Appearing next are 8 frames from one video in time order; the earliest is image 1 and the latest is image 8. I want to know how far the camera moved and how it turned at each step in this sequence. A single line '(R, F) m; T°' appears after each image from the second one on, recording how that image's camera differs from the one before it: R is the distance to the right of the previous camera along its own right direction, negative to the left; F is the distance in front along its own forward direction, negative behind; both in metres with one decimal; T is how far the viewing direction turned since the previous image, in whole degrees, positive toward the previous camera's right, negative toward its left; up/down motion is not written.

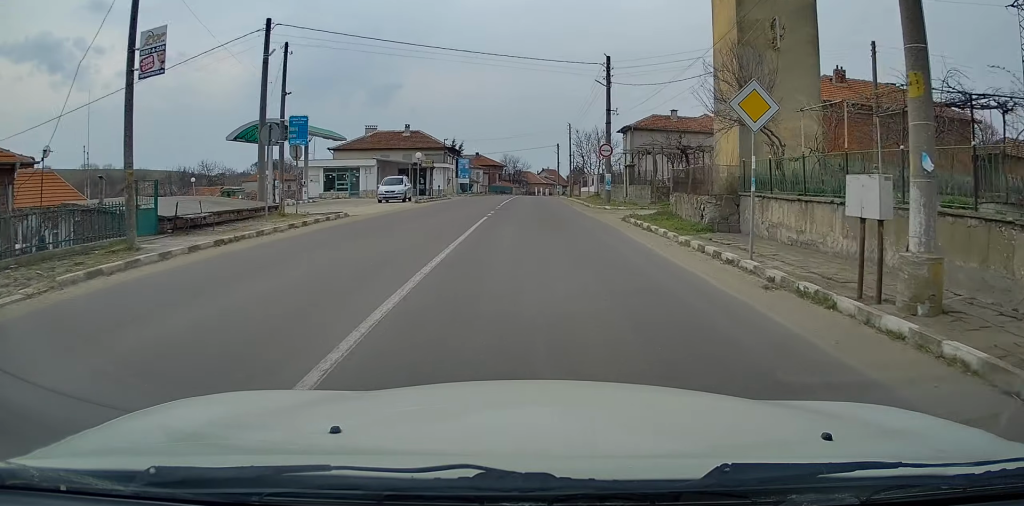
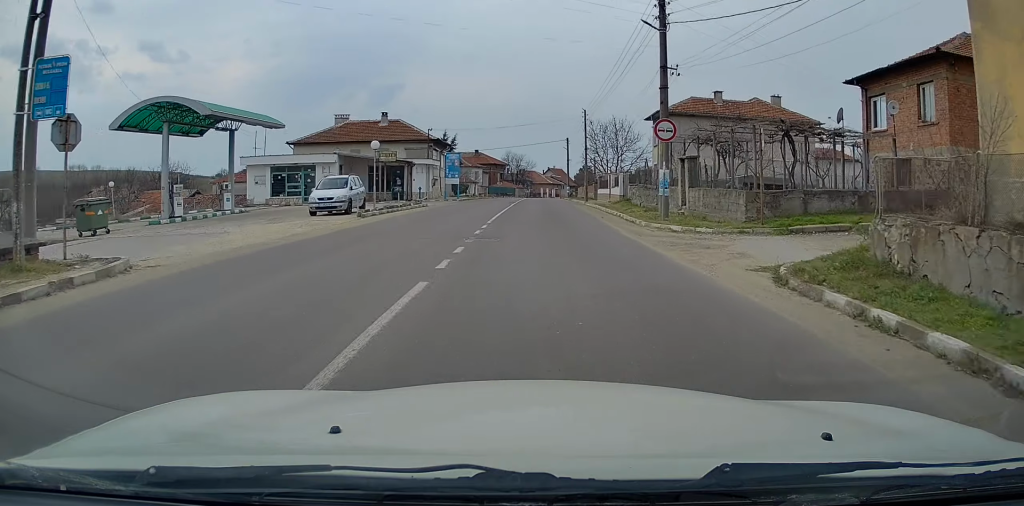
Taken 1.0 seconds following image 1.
(-0.1, +13.1) m; +1°
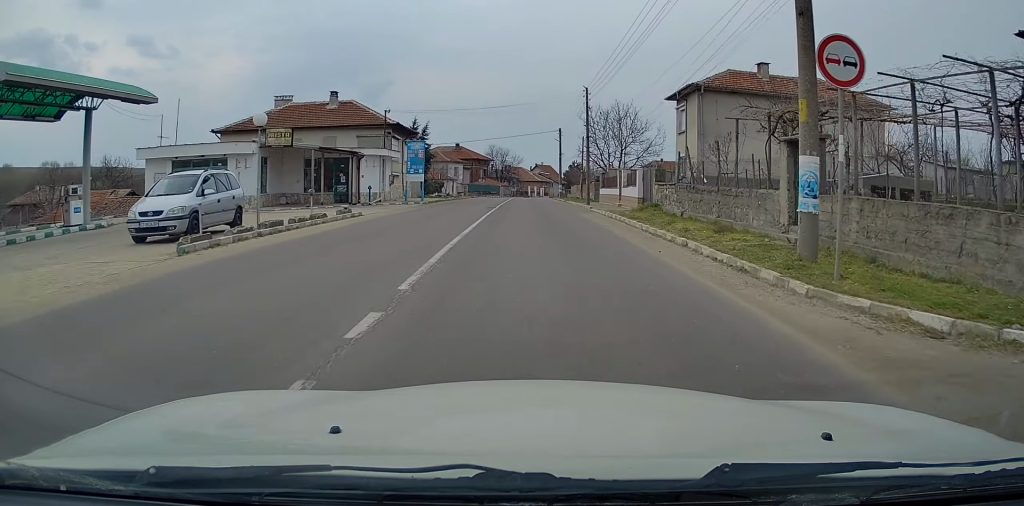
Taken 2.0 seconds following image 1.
(+0.2, +11.8) m; +1°
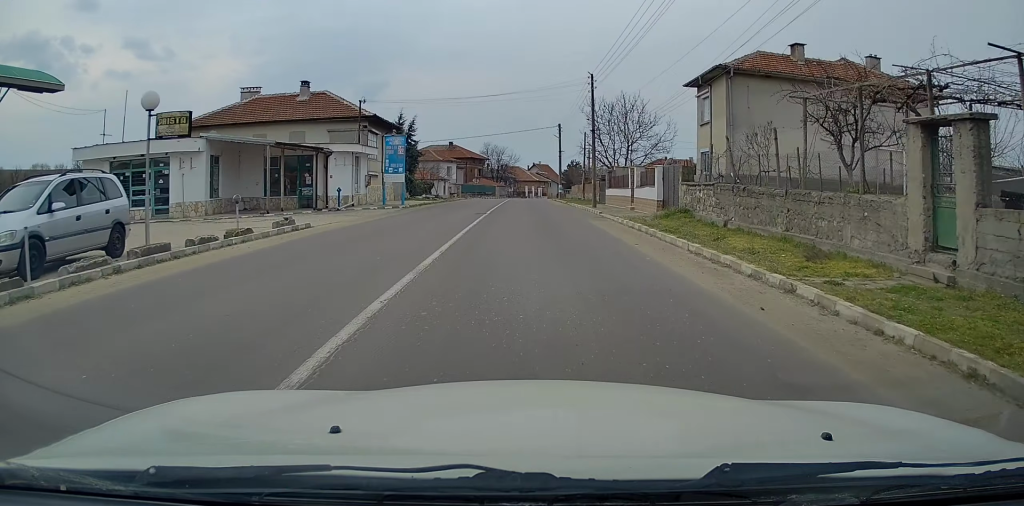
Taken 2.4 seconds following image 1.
(+0.1, +5.4) m; 0°
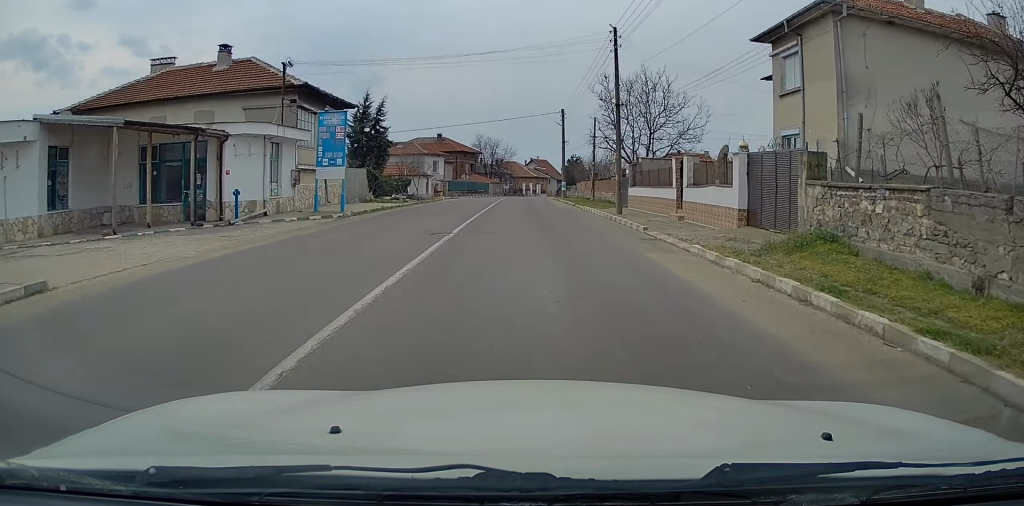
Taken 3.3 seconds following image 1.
(-0.2, +10.9) m; -1°
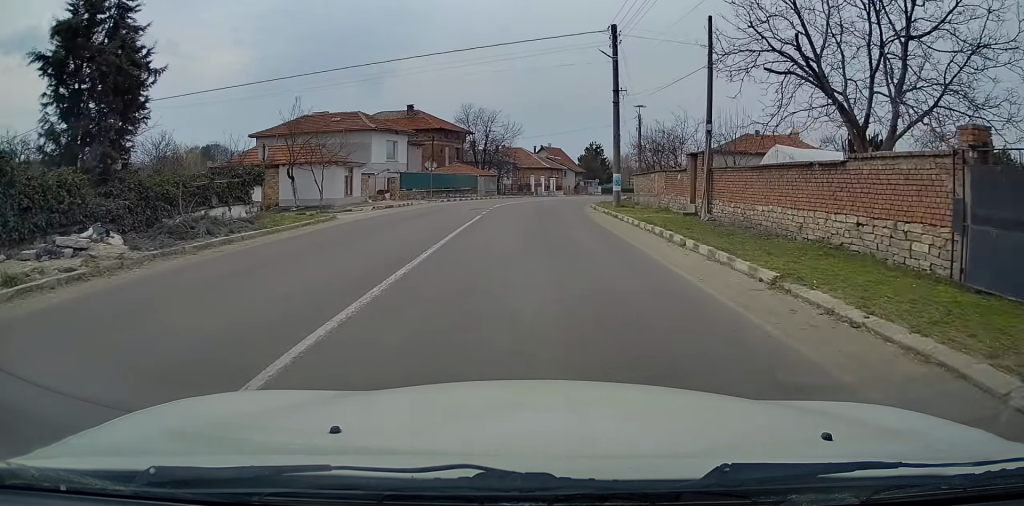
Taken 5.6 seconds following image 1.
(+0.2, +30.1) m; +1°
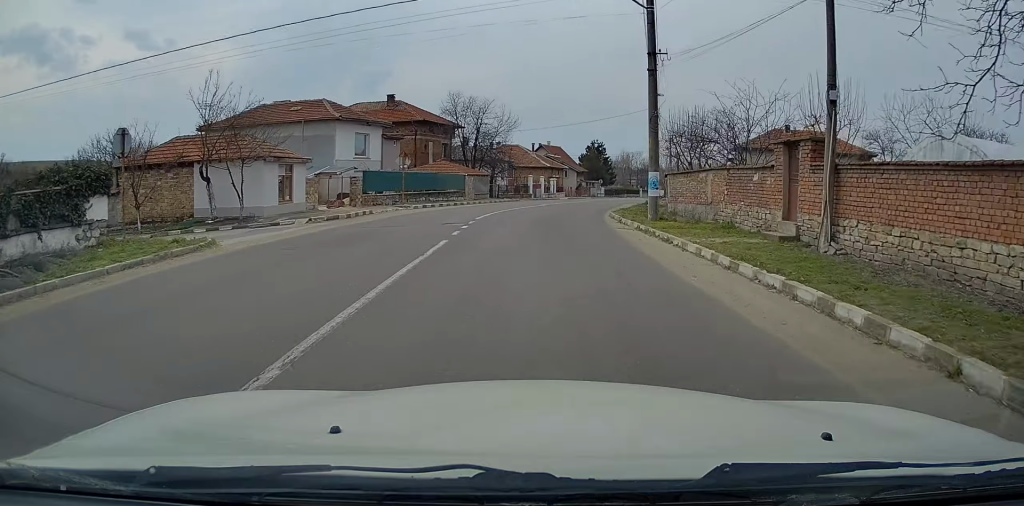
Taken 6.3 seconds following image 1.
(+0.1, +8.5) m; 0°
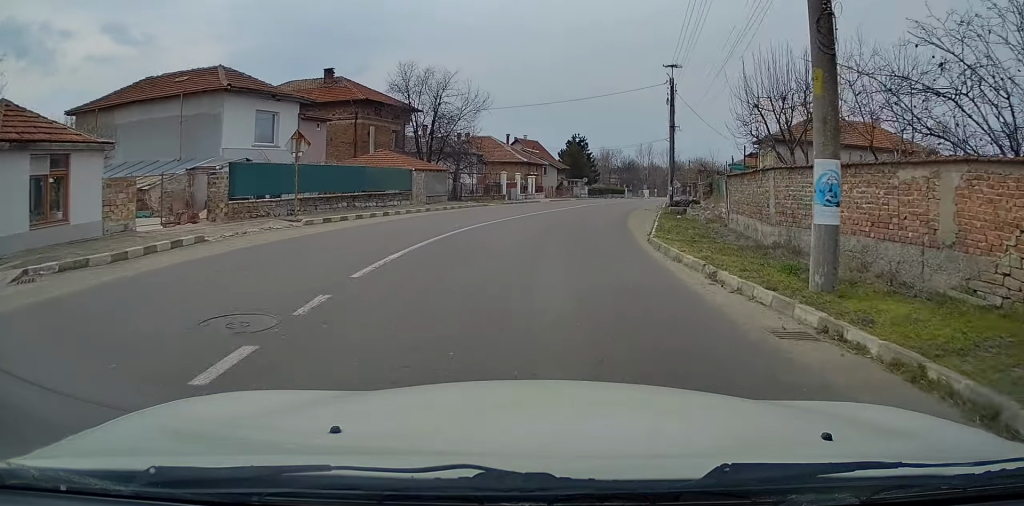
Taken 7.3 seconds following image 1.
(0.0, +12.5) m; +1°
